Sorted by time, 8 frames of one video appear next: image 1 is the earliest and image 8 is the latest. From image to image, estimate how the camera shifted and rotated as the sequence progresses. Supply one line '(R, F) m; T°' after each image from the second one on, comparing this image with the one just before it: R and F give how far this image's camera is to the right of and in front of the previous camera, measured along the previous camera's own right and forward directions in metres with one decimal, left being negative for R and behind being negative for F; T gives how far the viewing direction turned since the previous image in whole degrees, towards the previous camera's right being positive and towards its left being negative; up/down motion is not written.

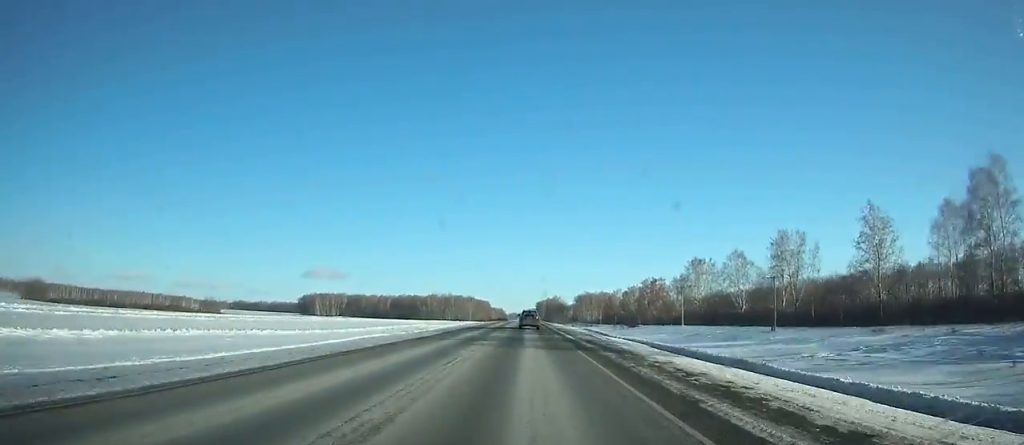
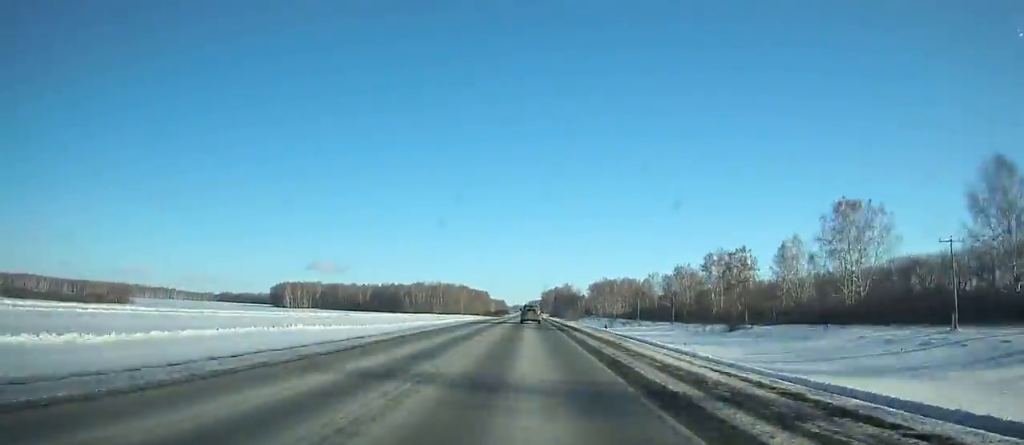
(-0.1, +89.9) m; 0°
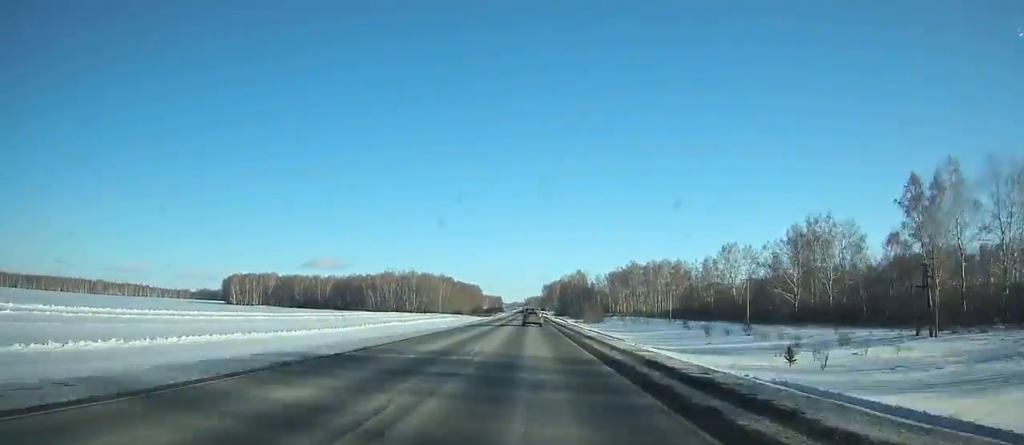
(-0.3, +100.3) m; 0°
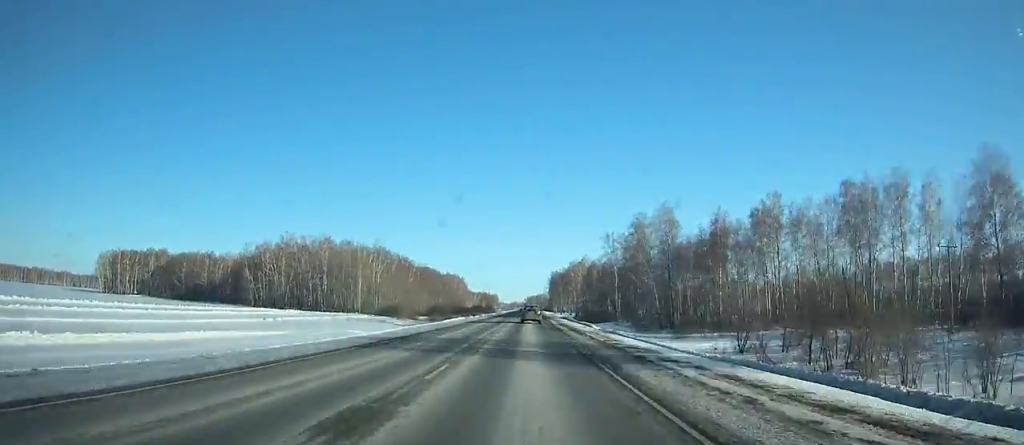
(-0.4, +153.1) m; 0°
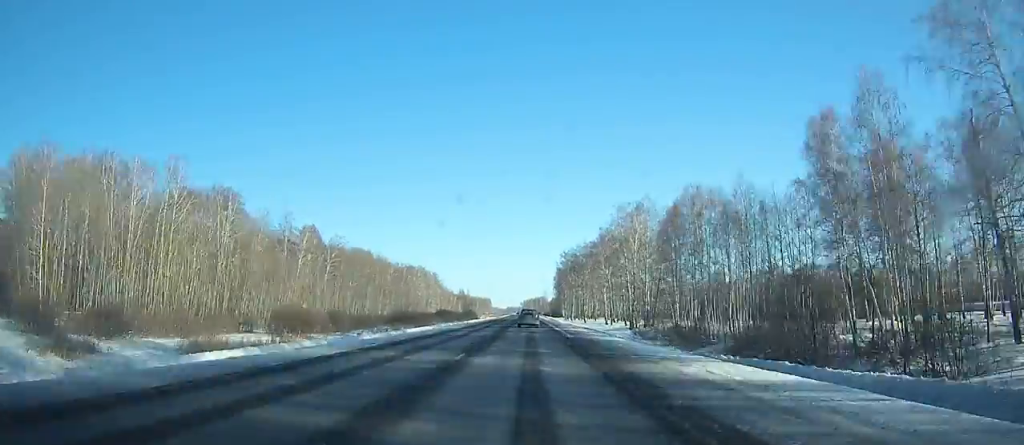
(+0.2, +116.2) m; 0°
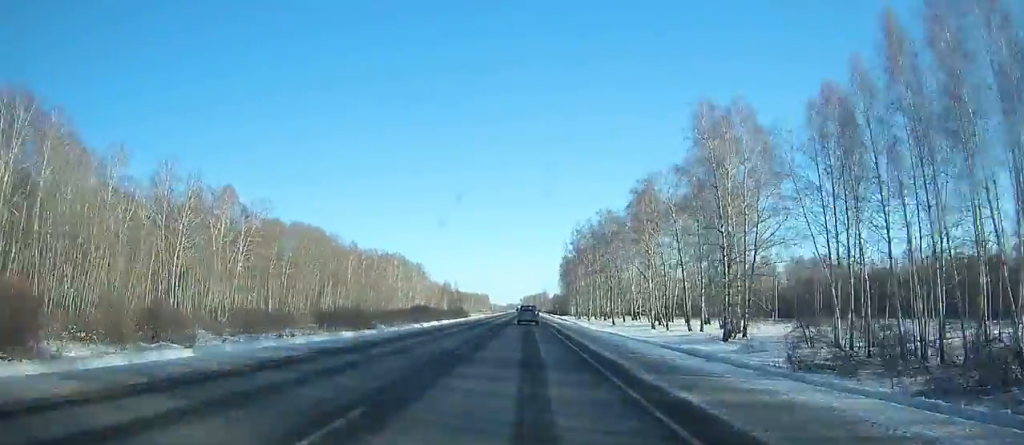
(+0.2, +44.1) m; 0°
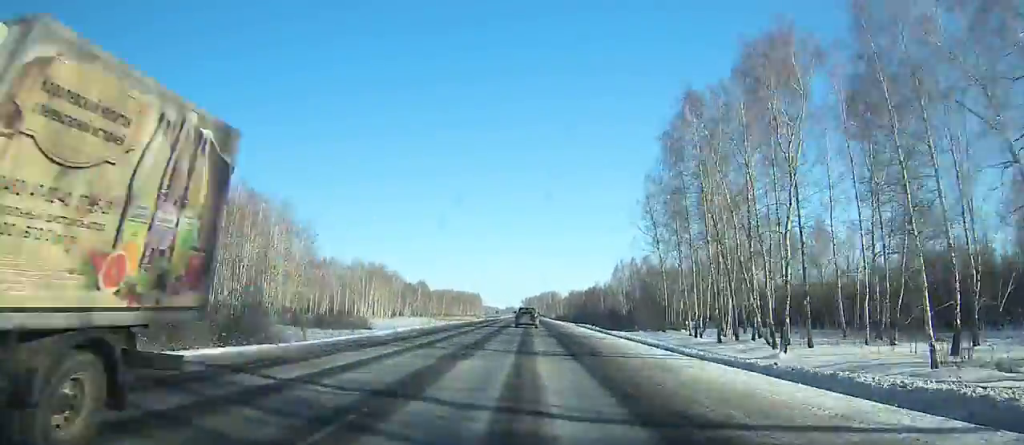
(-0.5, +154.6) m; 0°
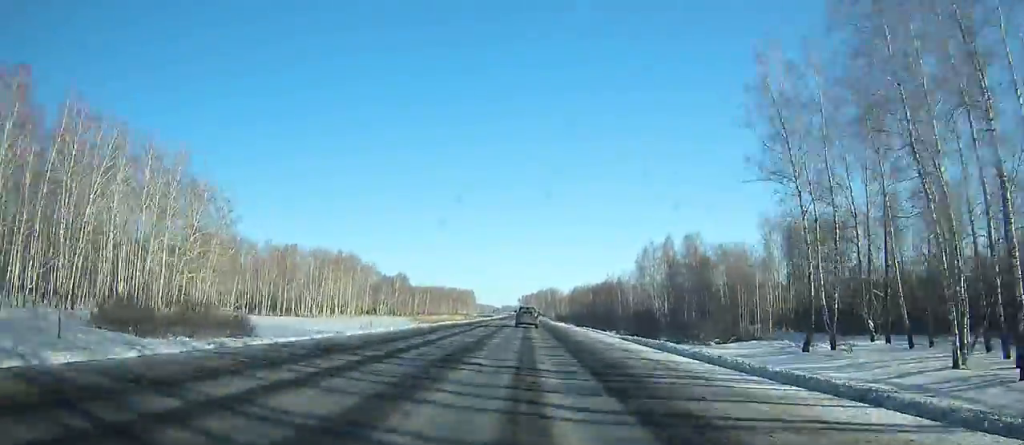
(0.0, +36.7) m; 0°
